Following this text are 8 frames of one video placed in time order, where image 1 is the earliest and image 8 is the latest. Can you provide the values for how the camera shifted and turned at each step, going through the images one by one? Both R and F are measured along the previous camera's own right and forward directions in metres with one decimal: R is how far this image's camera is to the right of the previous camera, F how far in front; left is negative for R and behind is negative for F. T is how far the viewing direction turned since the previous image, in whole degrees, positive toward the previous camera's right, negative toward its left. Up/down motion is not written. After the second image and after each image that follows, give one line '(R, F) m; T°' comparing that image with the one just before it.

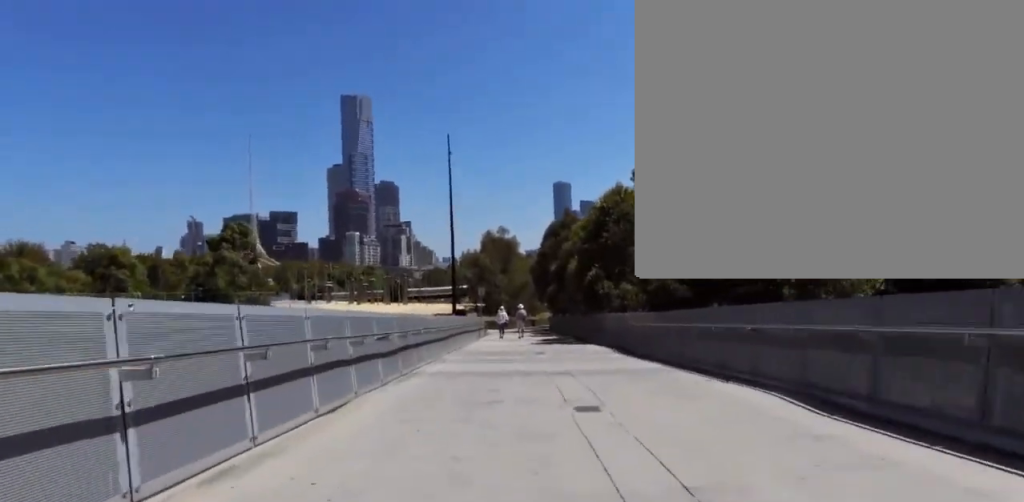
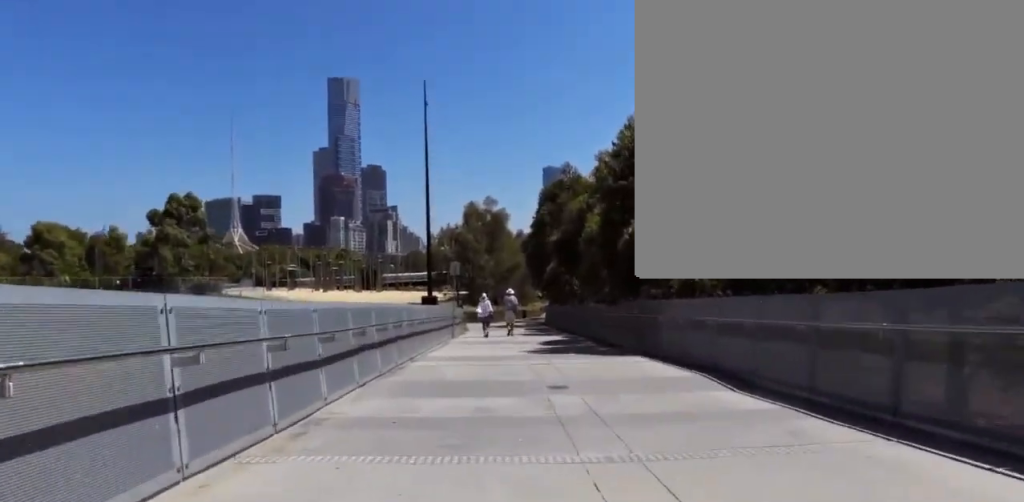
(0.0, +10.4) m; 0°
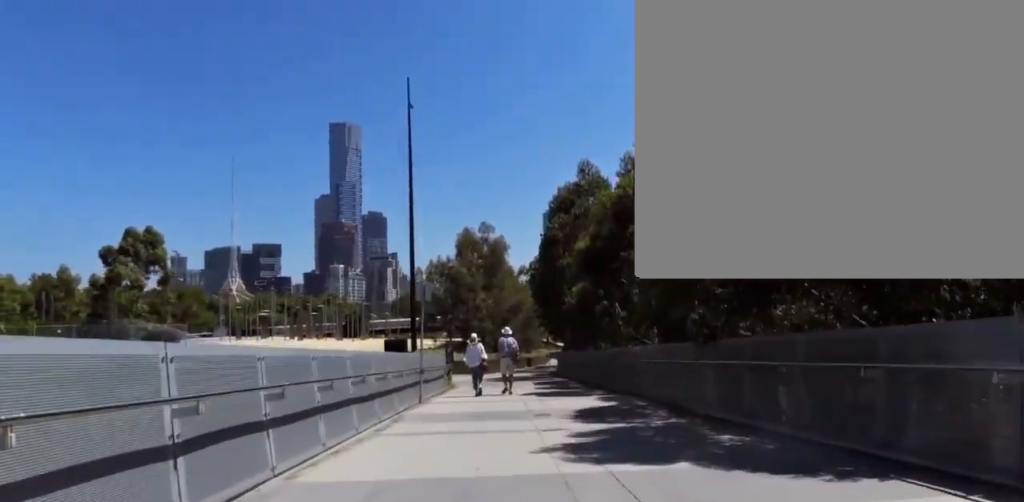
(0.0, +9.7) m; 0°
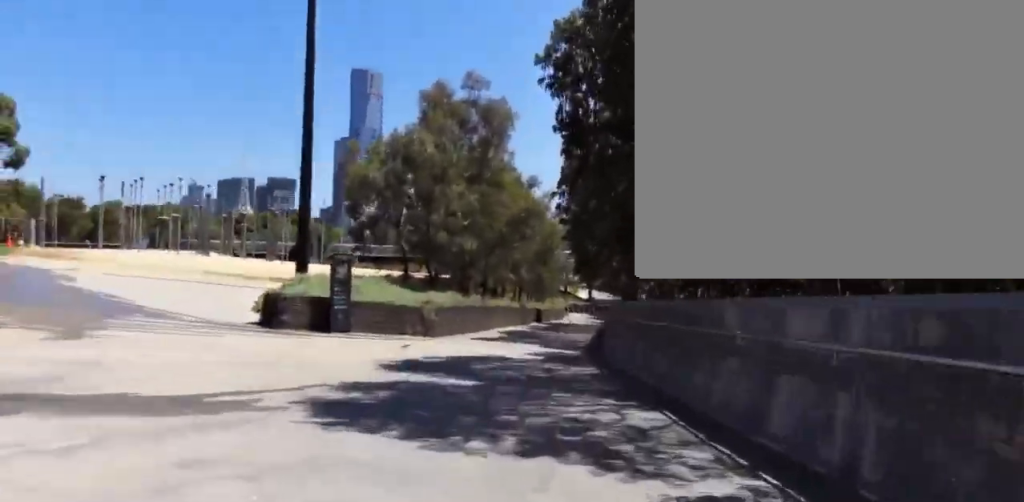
(+1.0, +21.6) m; +4°
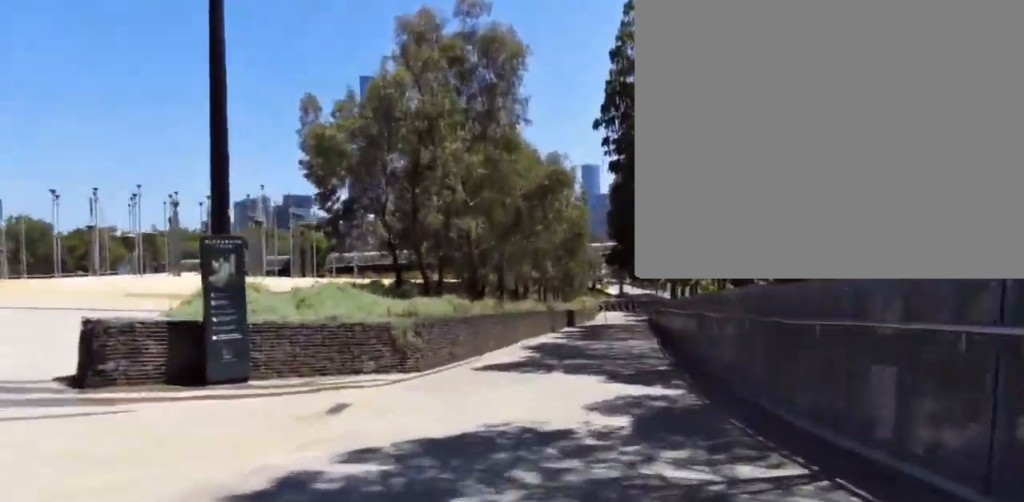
(0.0, +6.9) m; 0°
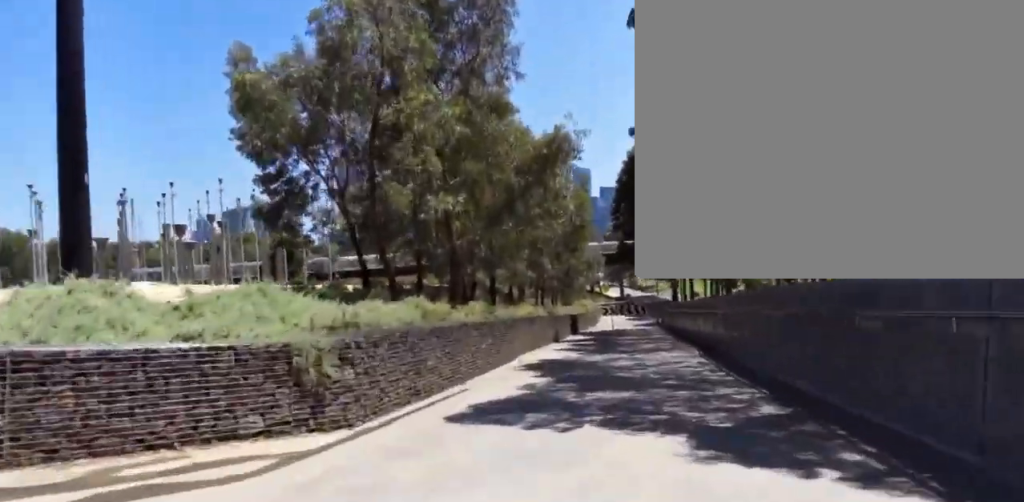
(0.0, +4.1) m; 0°
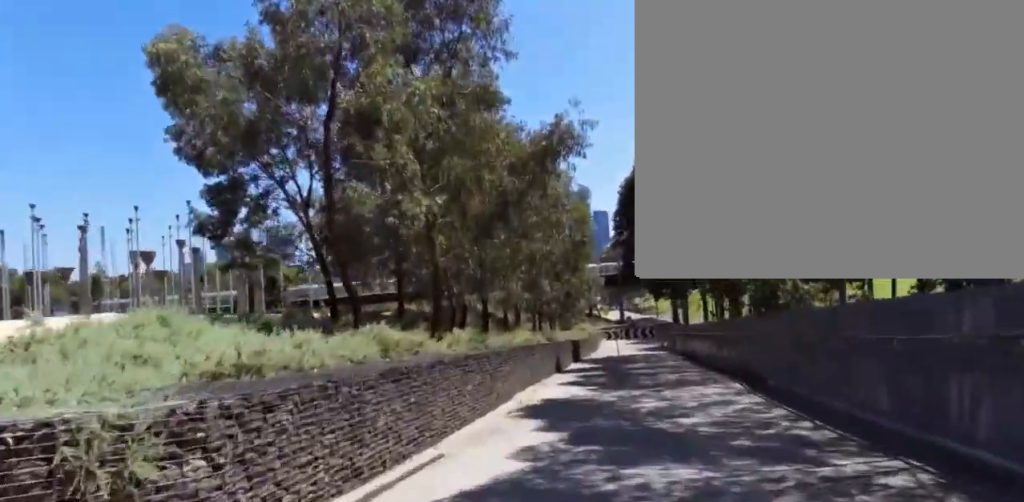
(0.0, +2.8) m; 0°
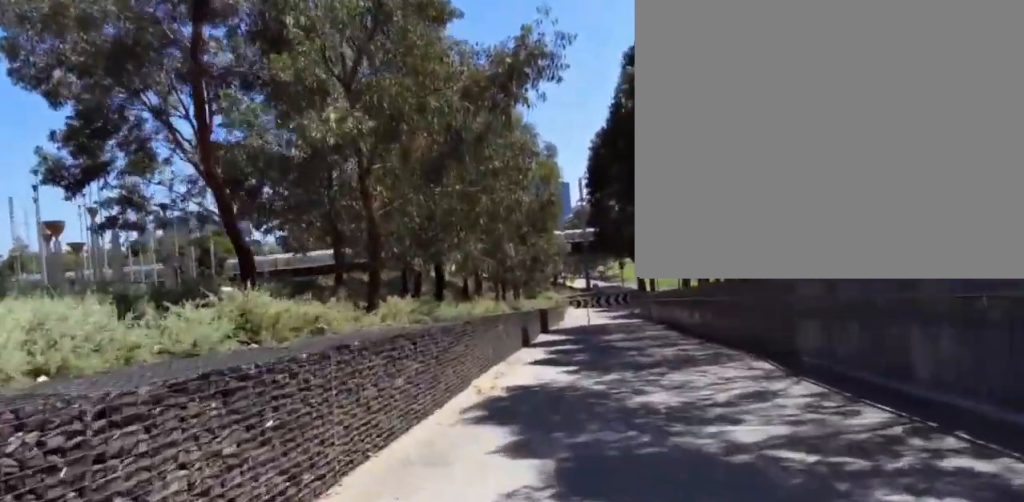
(0.0, +2.5) m; -2°
